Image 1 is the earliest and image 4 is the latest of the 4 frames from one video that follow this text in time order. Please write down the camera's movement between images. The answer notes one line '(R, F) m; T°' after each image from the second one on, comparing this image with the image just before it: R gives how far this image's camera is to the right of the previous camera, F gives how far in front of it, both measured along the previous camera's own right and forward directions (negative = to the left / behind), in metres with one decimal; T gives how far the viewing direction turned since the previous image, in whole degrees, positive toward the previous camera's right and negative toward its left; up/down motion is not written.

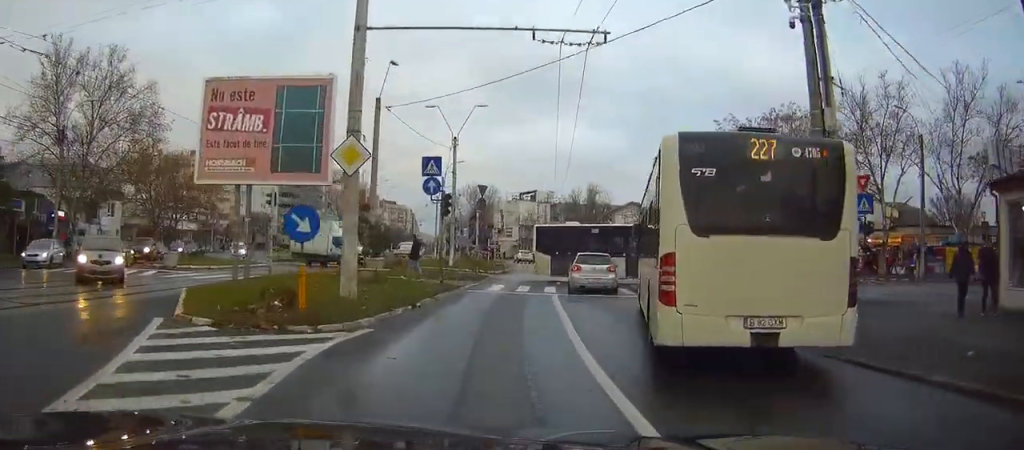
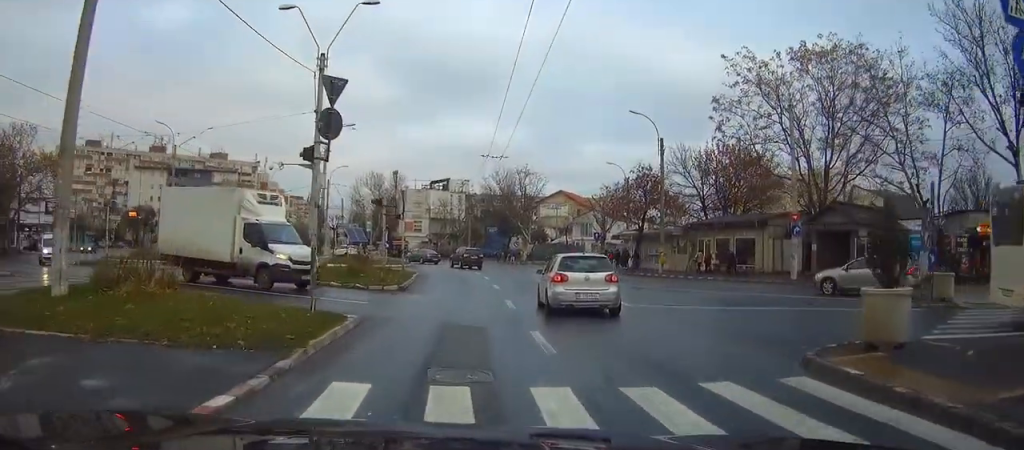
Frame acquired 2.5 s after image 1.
(+0.4, +24.0) m; +3°
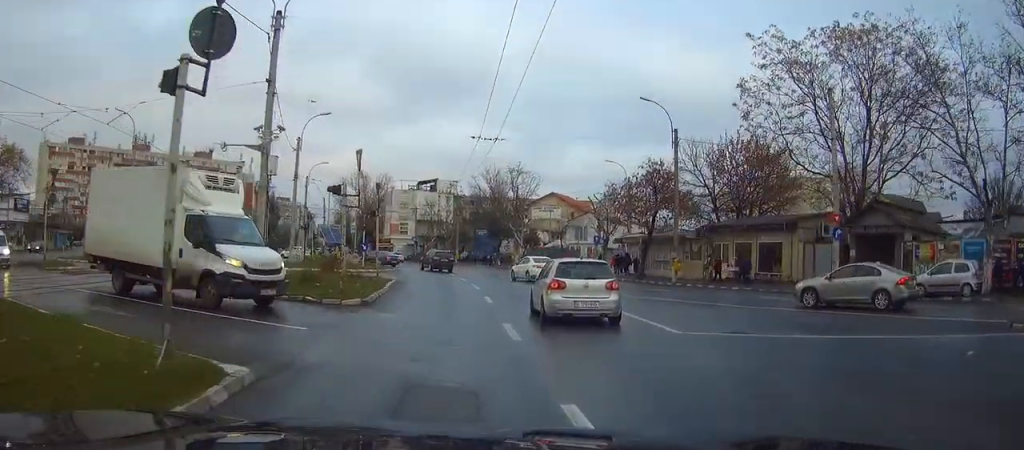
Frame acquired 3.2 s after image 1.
(0.0, +6.1) m; +2°
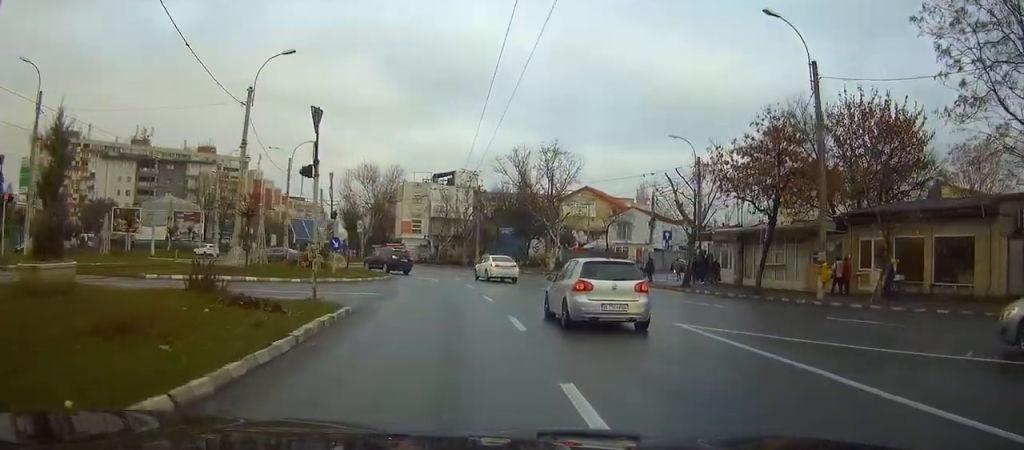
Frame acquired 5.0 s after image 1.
(+0.7, +15.8) m; +3°
